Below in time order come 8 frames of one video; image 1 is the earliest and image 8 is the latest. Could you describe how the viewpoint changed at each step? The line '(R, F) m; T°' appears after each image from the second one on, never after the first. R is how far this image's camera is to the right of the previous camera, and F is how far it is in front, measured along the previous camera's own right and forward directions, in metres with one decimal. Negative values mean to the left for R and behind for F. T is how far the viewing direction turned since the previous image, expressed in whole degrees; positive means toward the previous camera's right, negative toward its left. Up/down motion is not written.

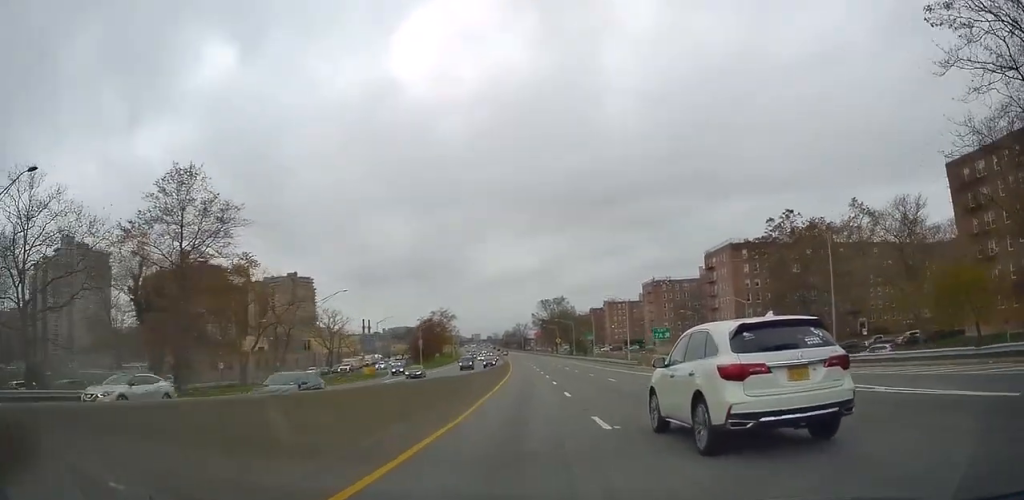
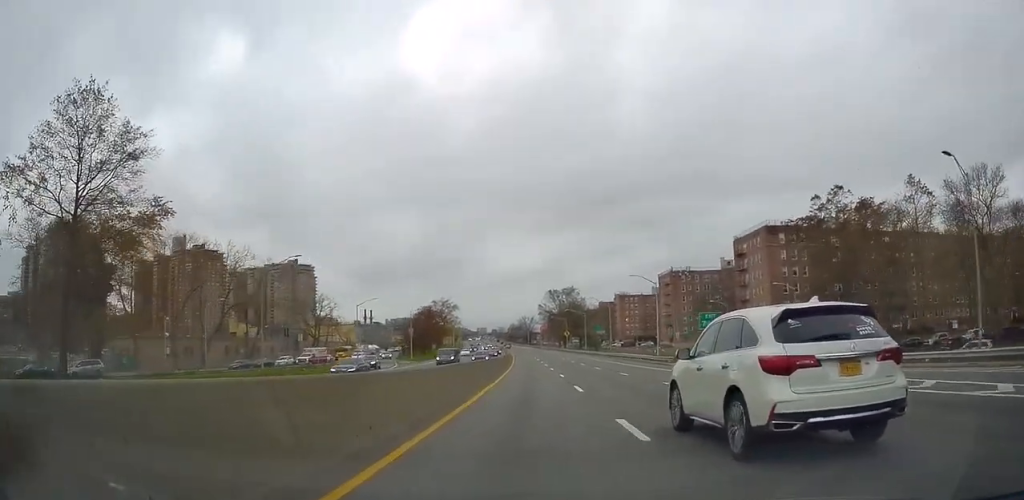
(+0.2, +14.3) m; 0°
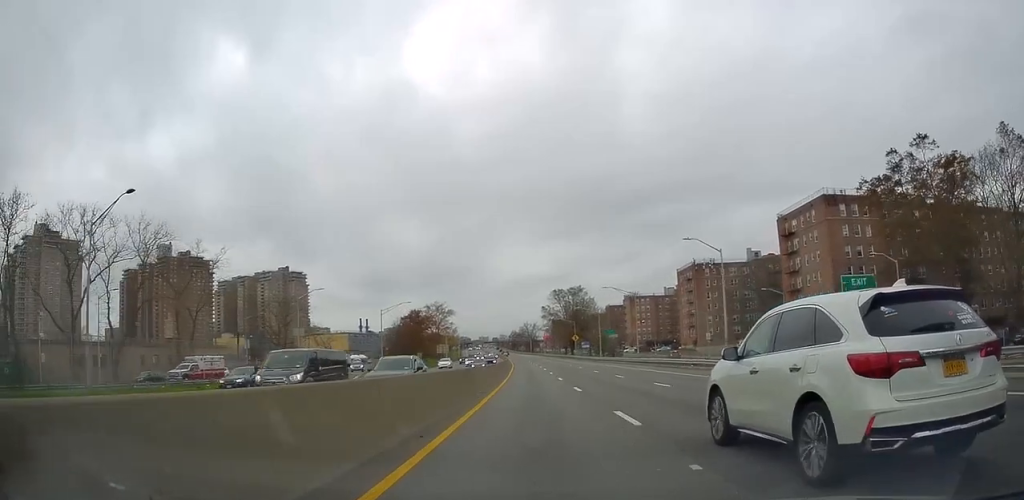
(+0.1, +21.3) m; -2°
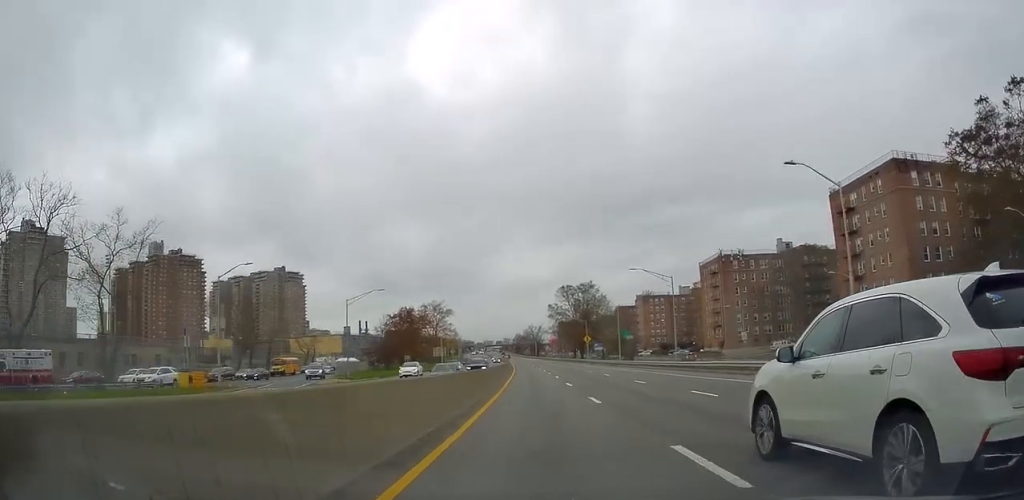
(-0.6, +17.0) m; -1°
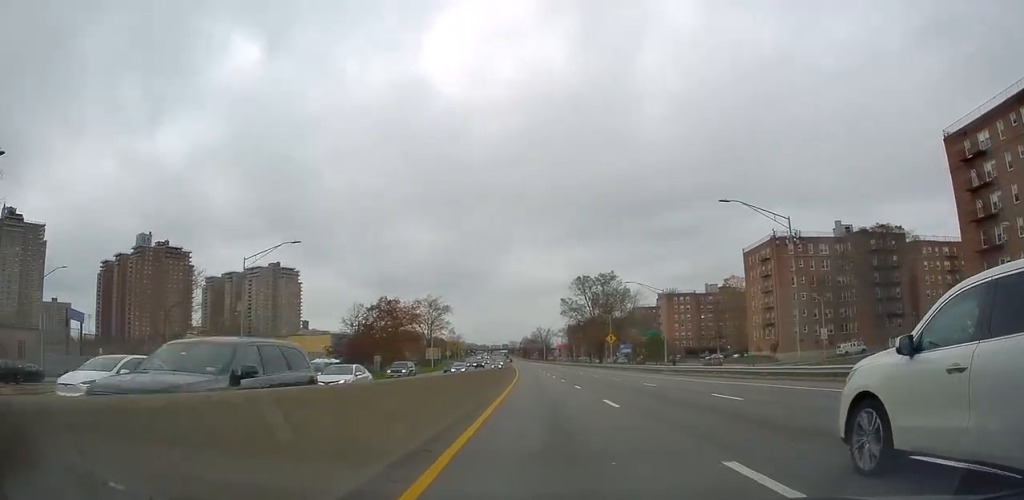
(-0.2, +25.5) m; -1°
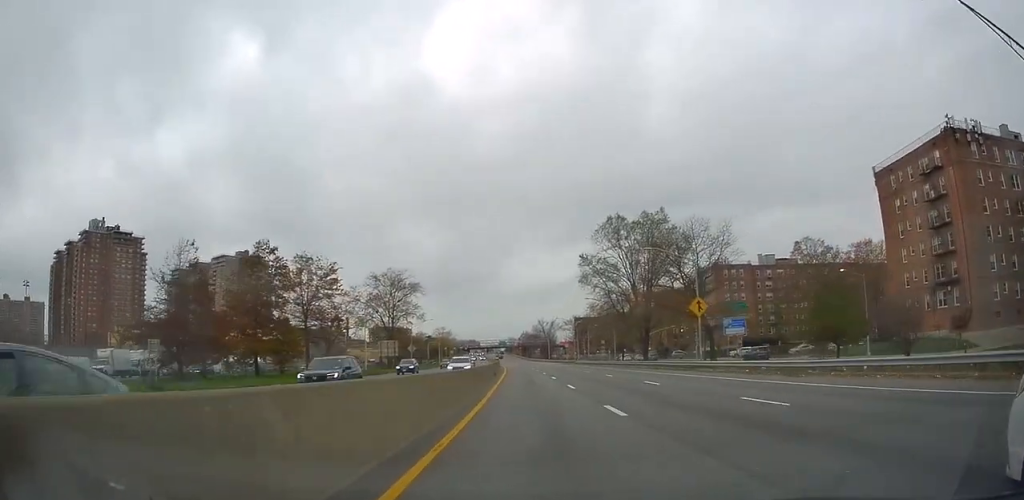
(-0.5, +51.8) m; 0°
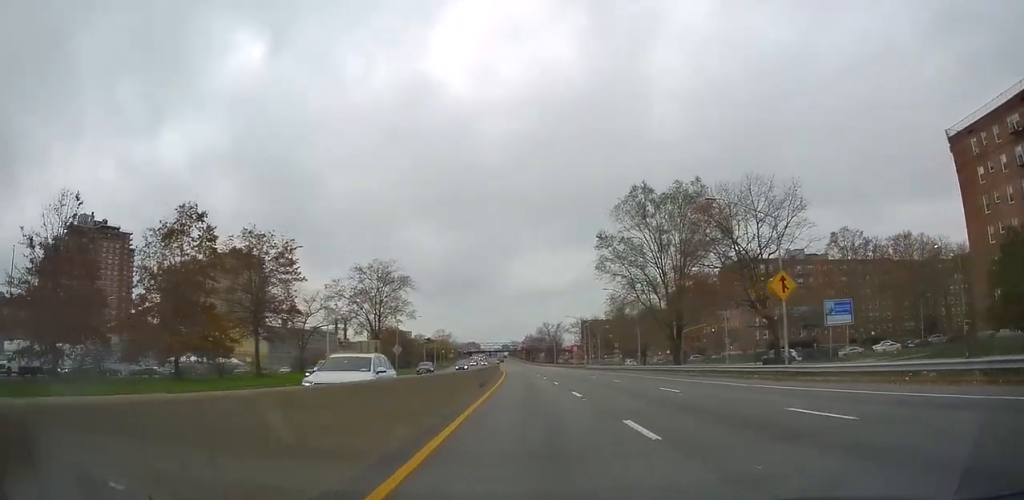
(0.0, +15.7) m; 0°
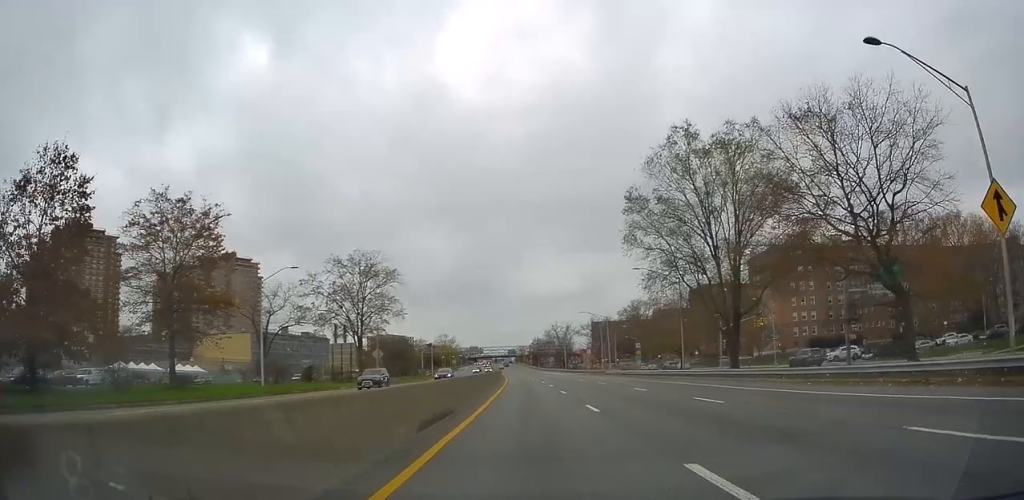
(+0.3, +17.0) m; 0°
